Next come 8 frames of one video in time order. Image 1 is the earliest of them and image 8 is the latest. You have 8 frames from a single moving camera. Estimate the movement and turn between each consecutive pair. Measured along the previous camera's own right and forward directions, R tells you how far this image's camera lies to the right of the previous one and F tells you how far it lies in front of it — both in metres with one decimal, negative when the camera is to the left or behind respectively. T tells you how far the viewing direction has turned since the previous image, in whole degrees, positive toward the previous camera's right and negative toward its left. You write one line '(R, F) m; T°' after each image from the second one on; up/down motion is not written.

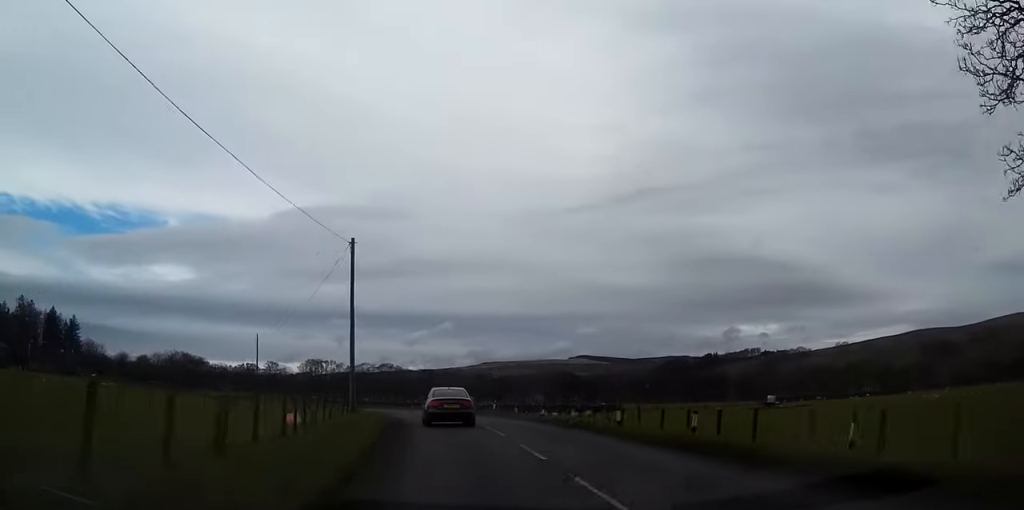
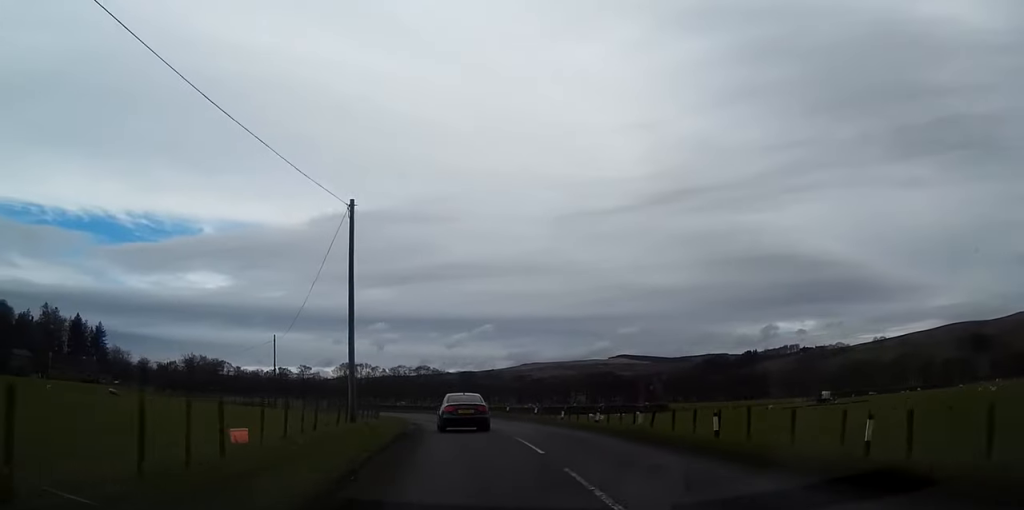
(0.0, +7.3) m; -3°
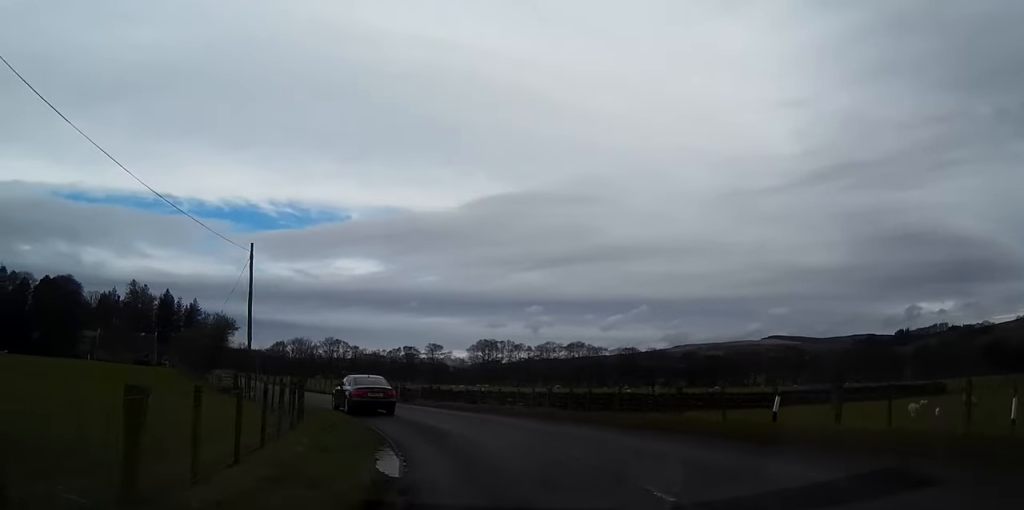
(-4.7, +43.2) m; -13°
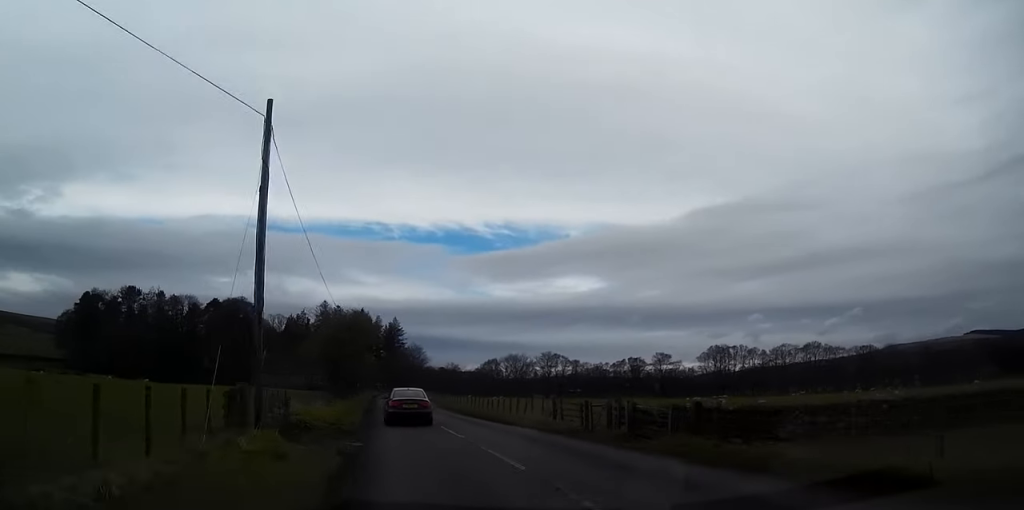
(-2.1, +22.1) m; -14°
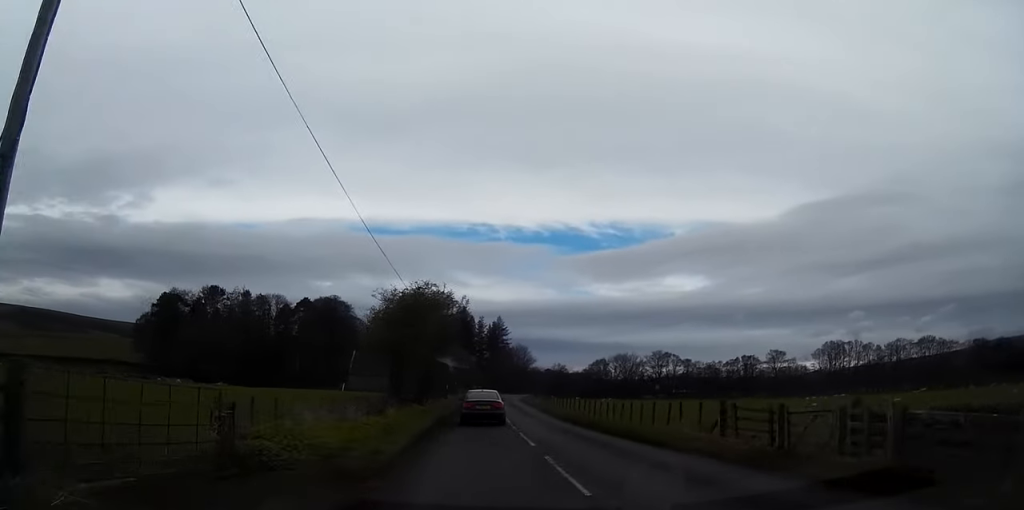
(-1.2, +11.5) m; -6°
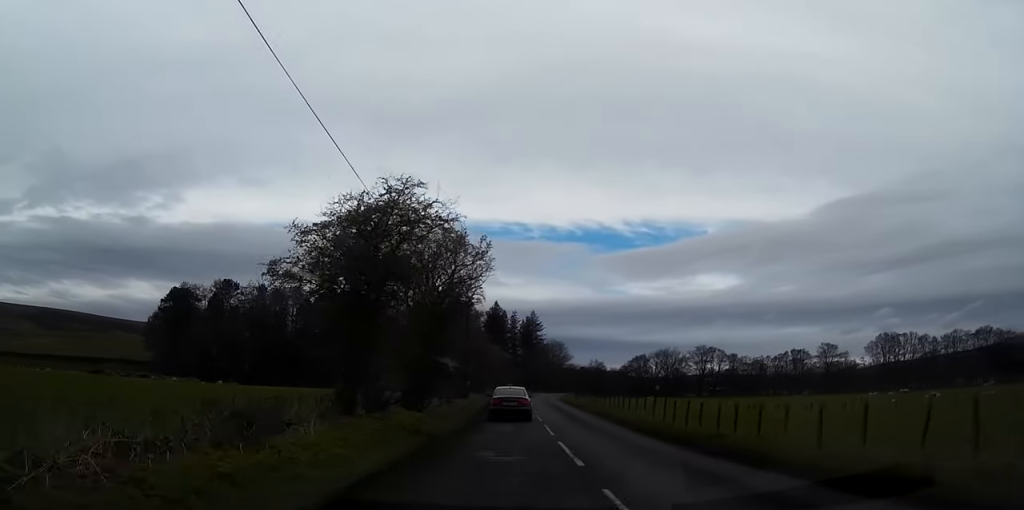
(-0.9, +14.5) m; -5°
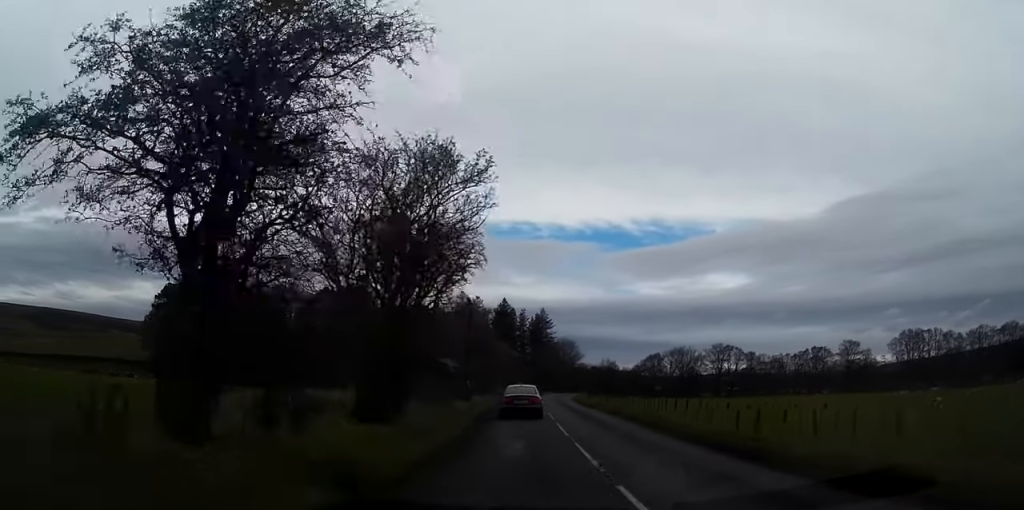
(-0.2, +8.8) m; -1°
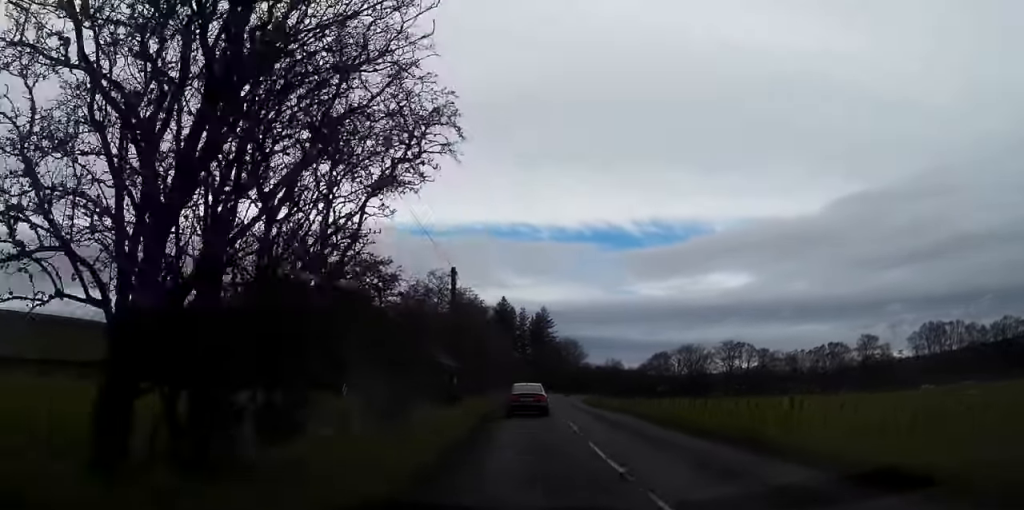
(-0.1, +10.5) m; 0°
